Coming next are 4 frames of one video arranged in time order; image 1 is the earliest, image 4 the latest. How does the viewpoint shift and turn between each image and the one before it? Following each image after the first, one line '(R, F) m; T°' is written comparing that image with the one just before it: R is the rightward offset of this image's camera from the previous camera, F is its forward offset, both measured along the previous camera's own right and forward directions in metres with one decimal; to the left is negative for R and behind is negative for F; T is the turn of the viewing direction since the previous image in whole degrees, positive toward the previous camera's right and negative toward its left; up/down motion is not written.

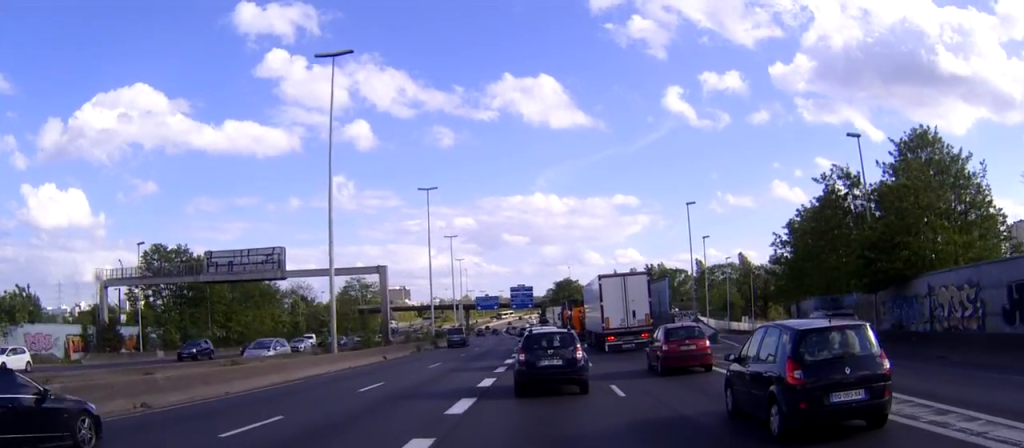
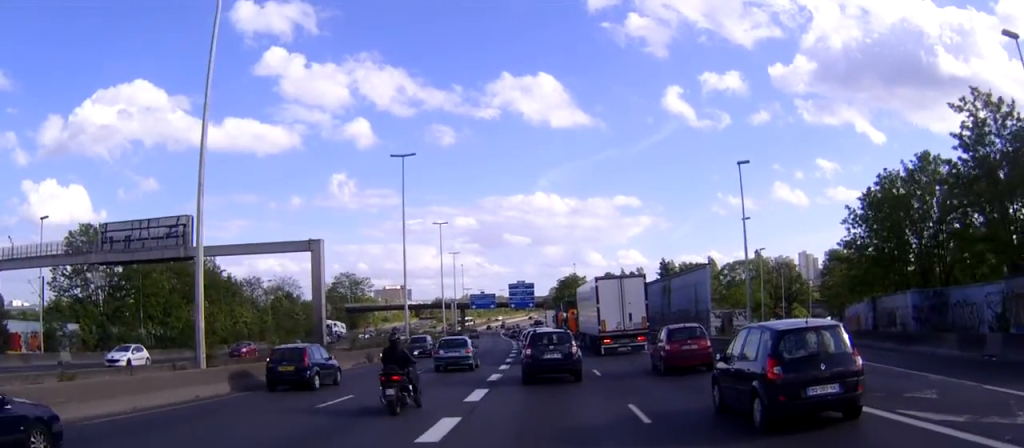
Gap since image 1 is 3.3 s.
(-0.2, +16.5) m; -1°
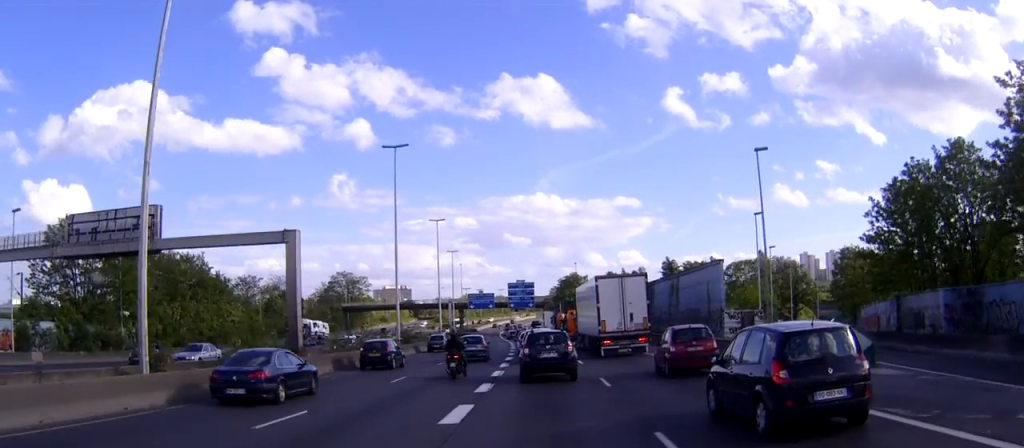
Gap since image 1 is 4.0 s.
(0.0, +3.8) m; 0°
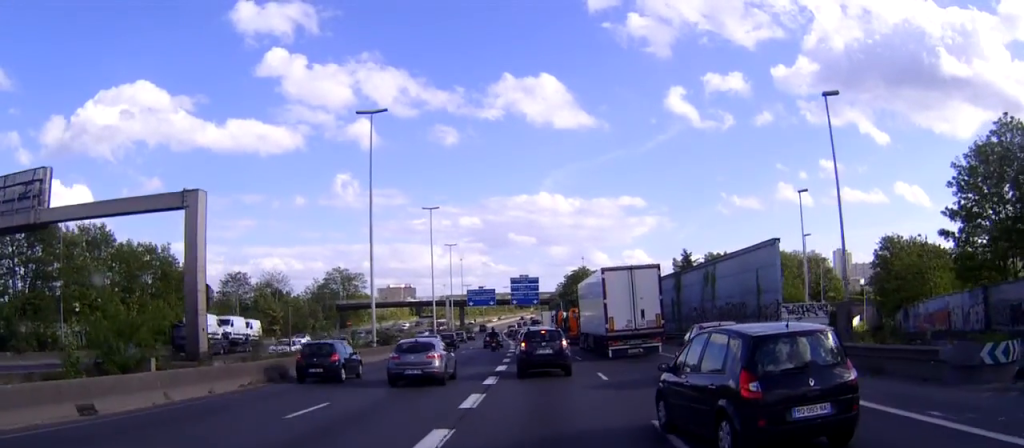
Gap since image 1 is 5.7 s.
(+0.1, +10.8) m; 0°
